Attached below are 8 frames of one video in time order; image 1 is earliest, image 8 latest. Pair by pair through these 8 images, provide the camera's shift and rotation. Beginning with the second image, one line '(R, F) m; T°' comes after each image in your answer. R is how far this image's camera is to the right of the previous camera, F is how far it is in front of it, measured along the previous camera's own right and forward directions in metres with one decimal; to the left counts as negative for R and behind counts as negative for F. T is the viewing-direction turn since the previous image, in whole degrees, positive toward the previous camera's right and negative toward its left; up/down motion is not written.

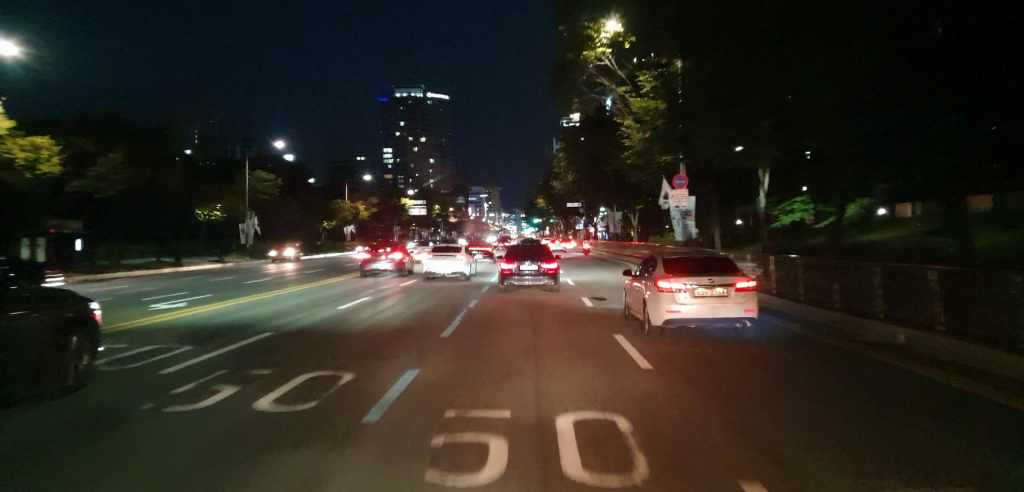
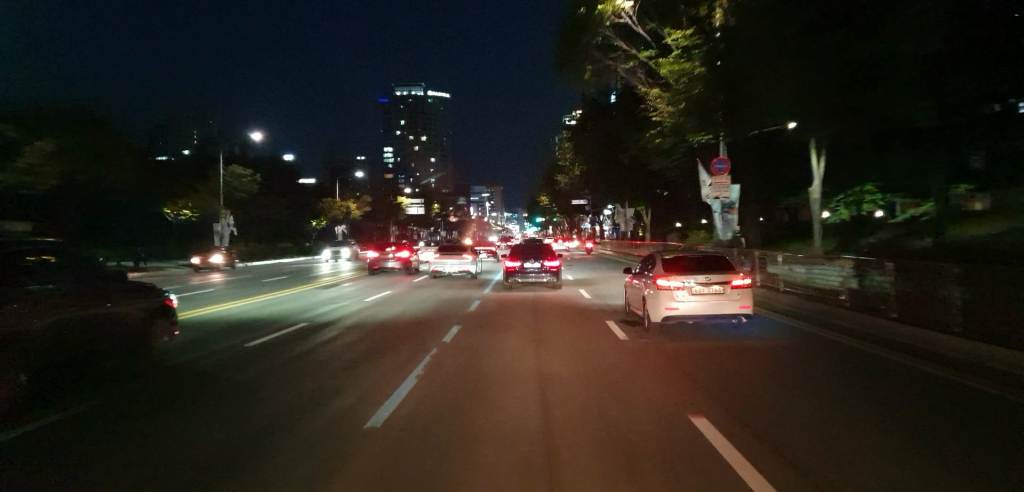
(0.0, +6.3) m; 0°
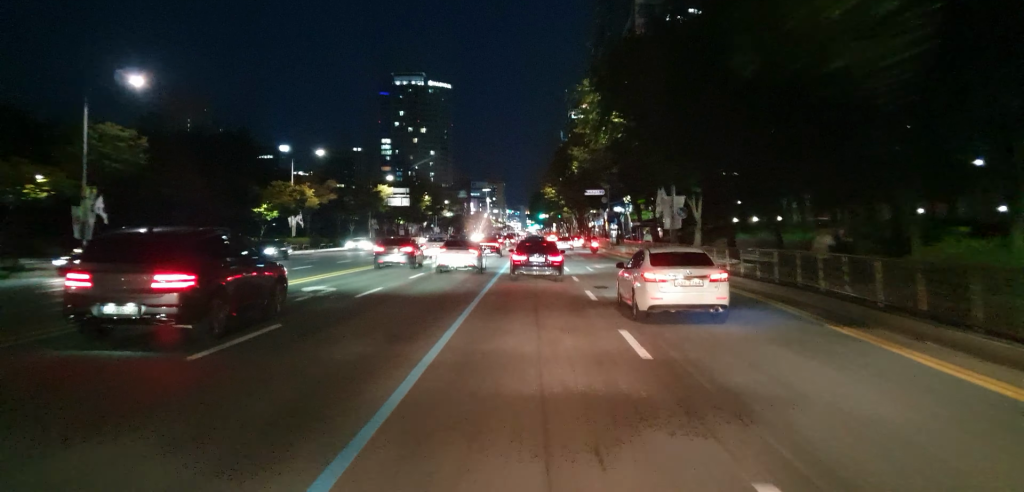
(0.0, +20.0) m; 0°
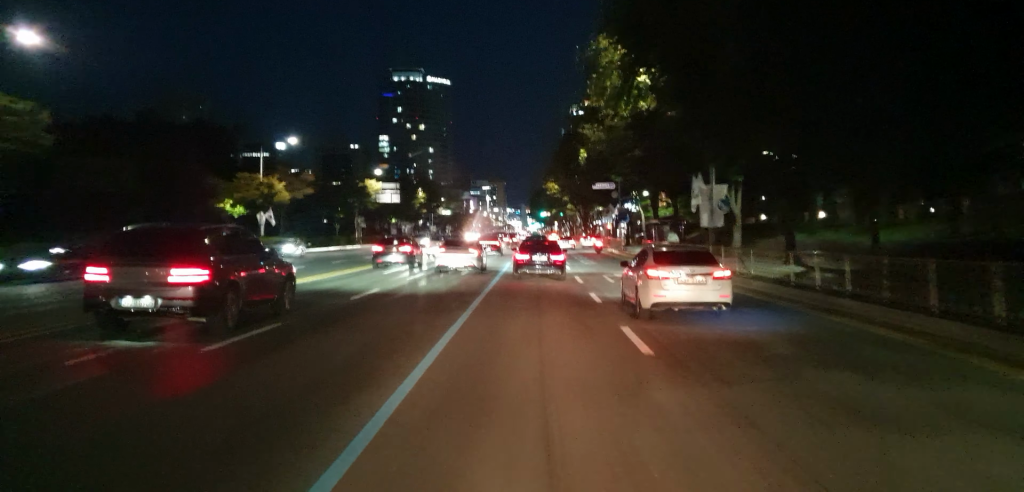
(0.0, +9.3) m; 0°
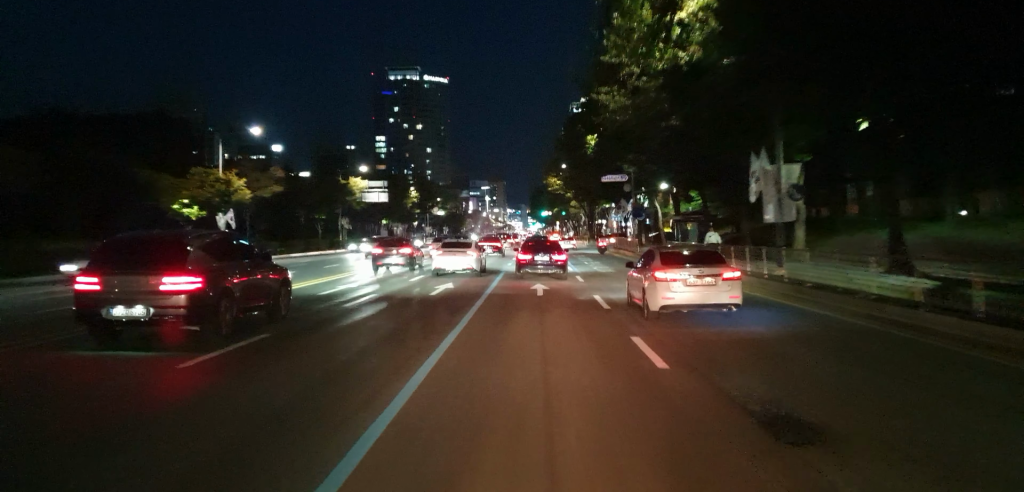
(0.0, +9.4) m; 0°
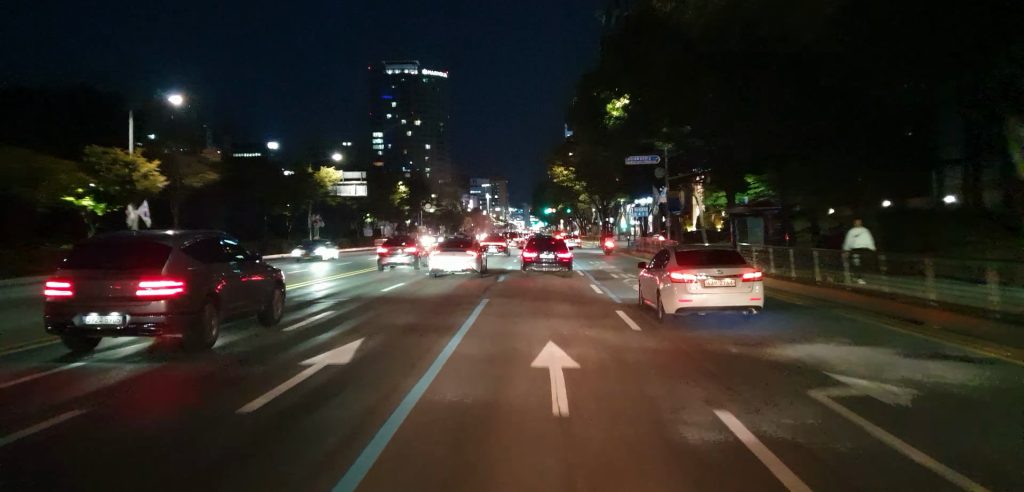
(0.0, +14.4) m; 0°
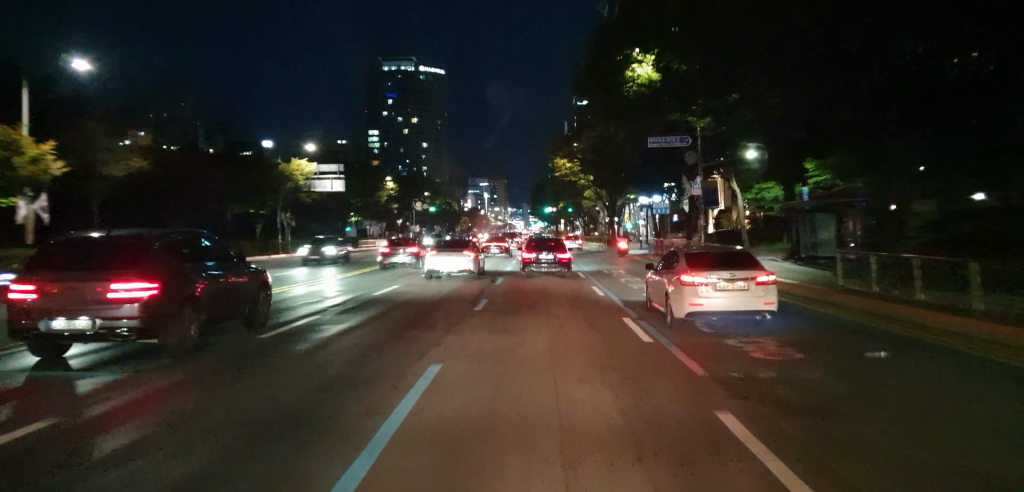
(0.0, +9.7) m; 0°
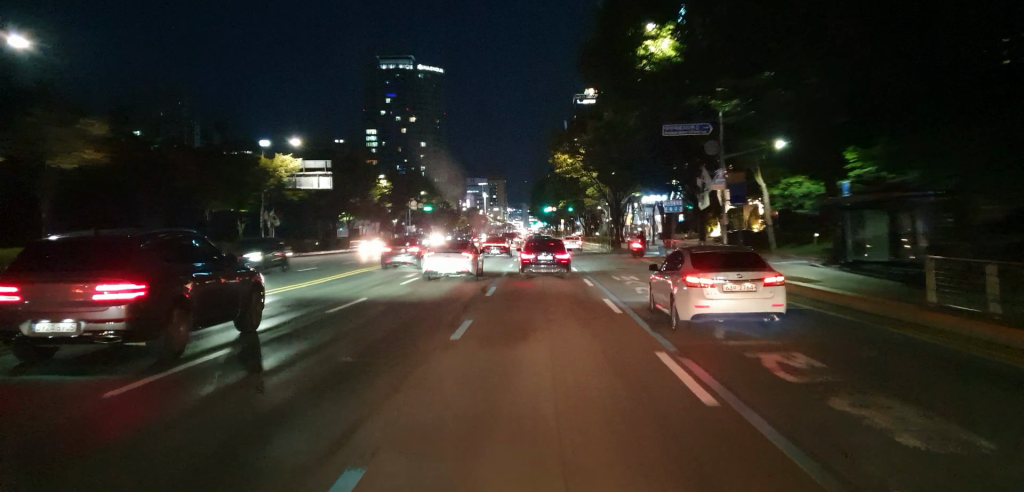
(0.0, +4.9) m; 0°
